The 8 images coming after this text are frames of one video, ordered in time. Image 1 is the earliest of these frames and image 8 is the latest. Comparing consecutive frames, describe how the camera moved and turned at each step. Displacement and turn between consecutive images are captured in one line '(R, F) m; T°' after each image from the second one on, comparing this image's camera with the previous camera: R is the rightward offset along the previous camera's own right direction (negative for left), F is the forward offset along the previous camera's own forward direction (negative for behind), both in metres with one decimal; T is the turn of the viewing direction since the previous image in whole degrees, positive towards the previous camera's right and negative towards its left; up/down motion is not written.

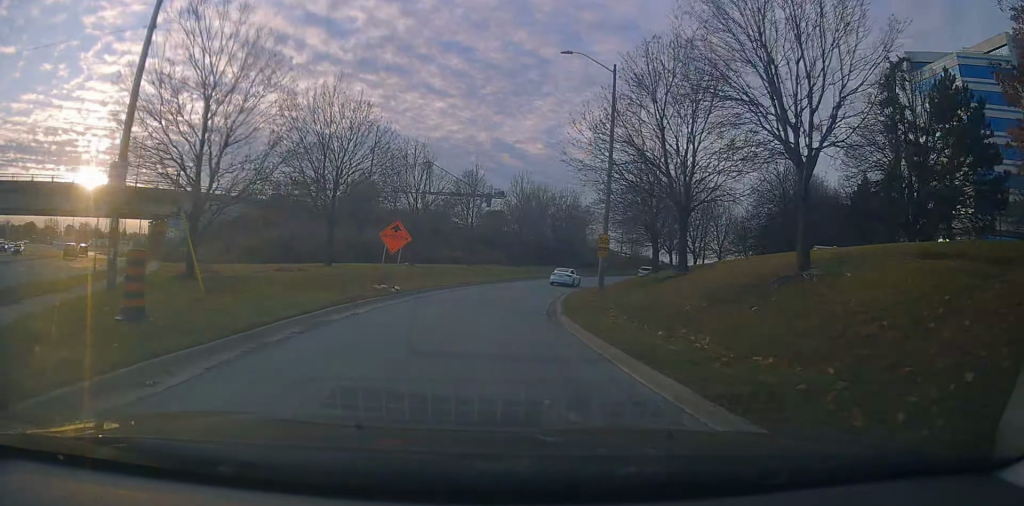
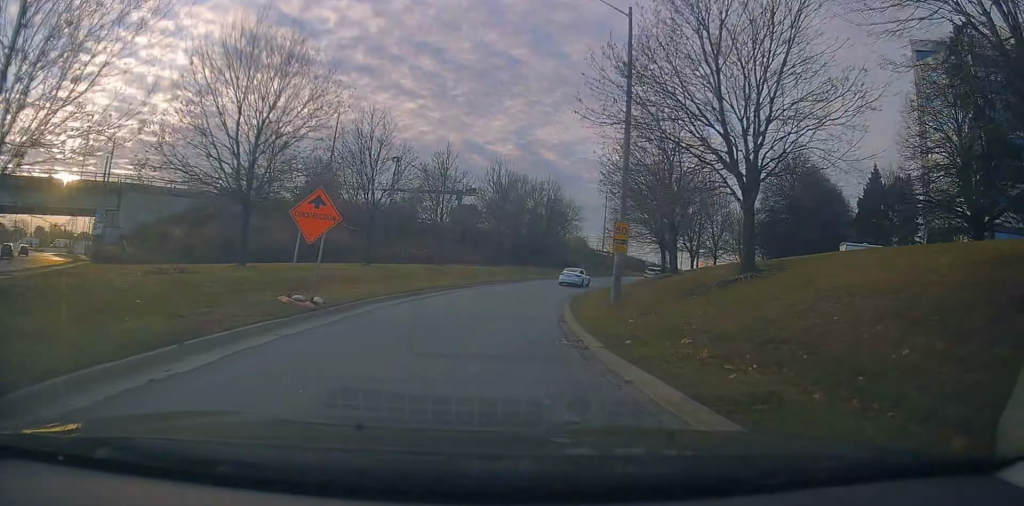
(+0.3, +8.1) m; +3°
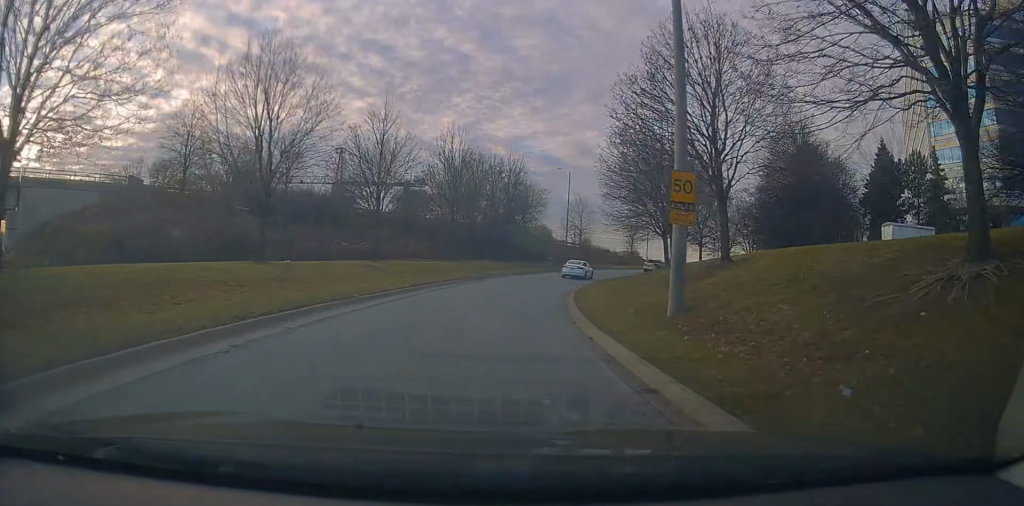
(+0.3, +10.5) m; +4°
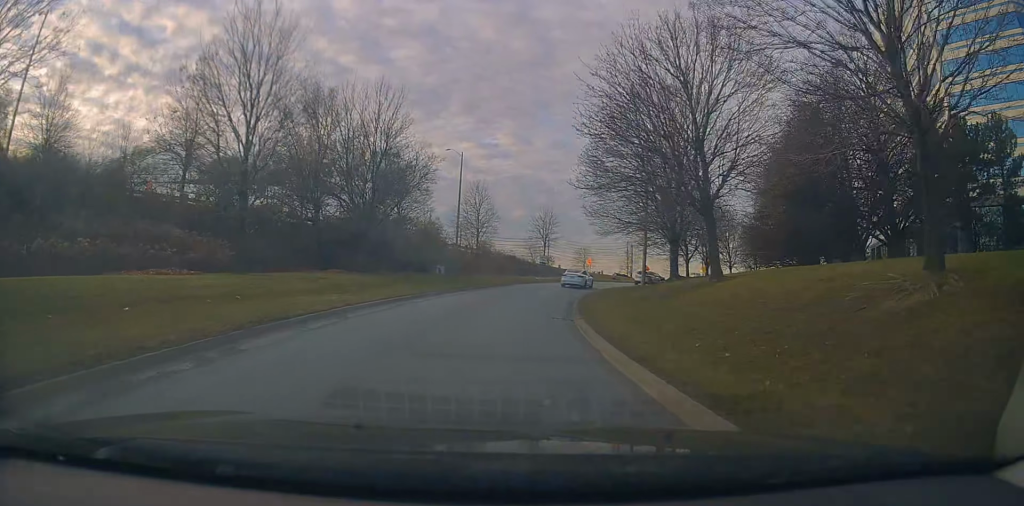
(+2.7, +23.8) m; +13°
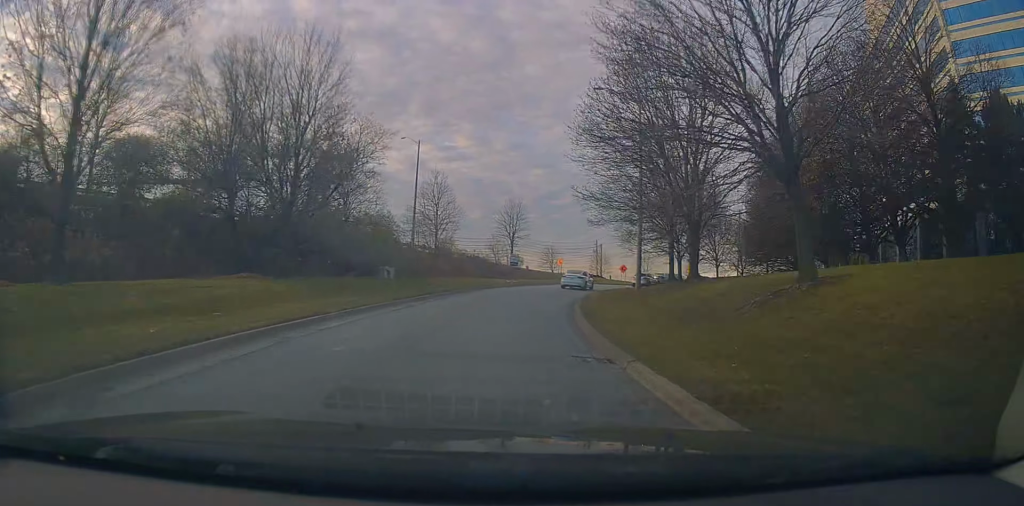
(+0.4, +7.9) m; +4°
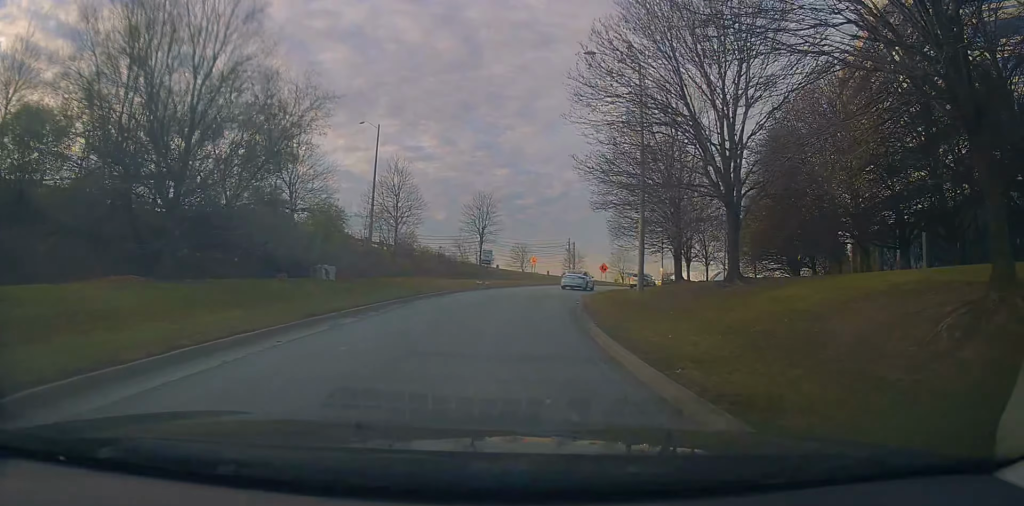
(+0.2, +6.8) m; +4°
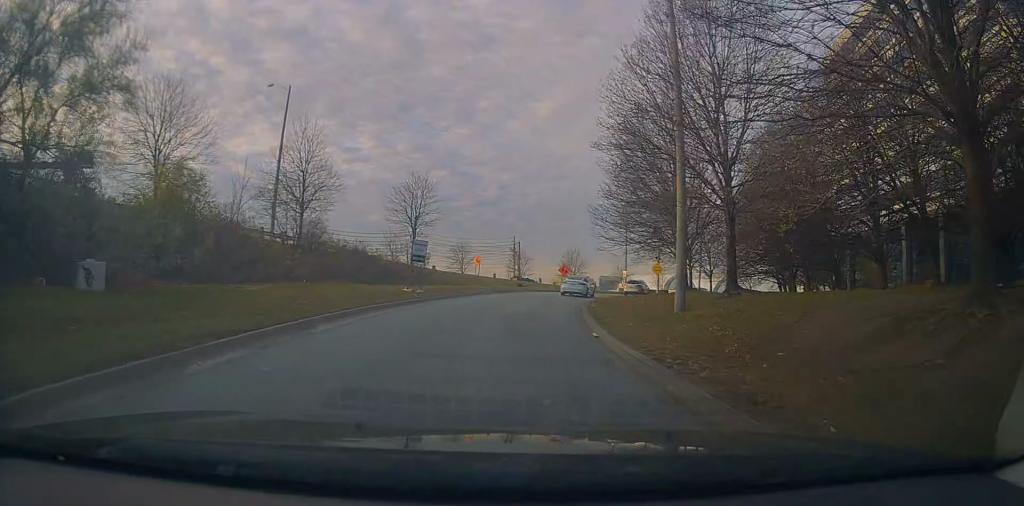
(+0.2, +12.7) m; +7°
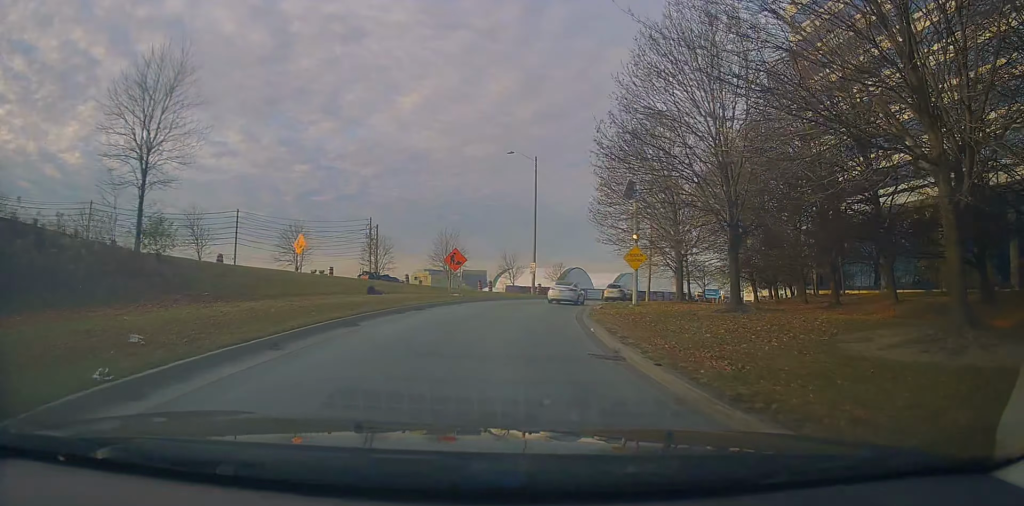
(+4.0, +24.8) m; +13°
